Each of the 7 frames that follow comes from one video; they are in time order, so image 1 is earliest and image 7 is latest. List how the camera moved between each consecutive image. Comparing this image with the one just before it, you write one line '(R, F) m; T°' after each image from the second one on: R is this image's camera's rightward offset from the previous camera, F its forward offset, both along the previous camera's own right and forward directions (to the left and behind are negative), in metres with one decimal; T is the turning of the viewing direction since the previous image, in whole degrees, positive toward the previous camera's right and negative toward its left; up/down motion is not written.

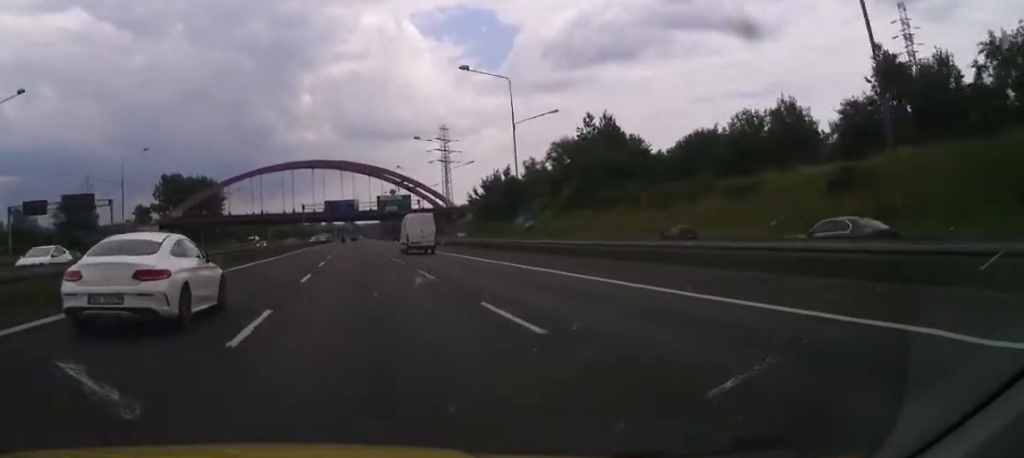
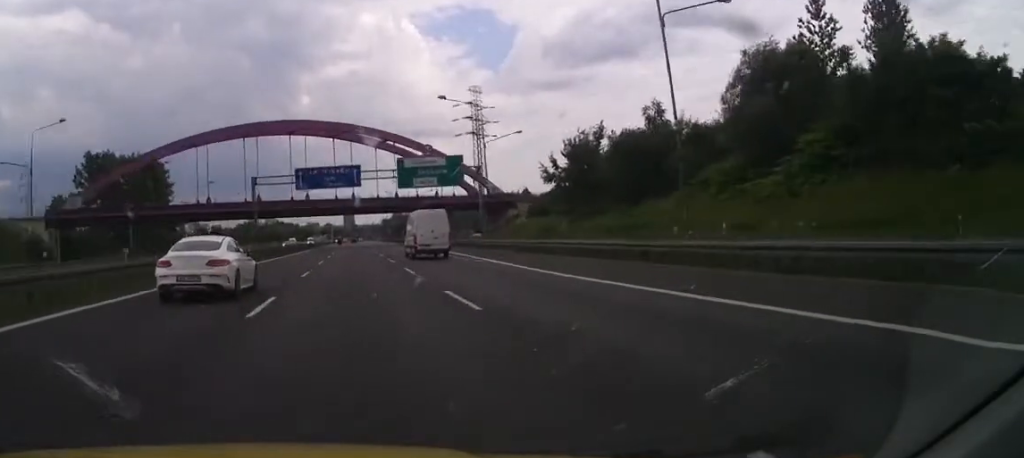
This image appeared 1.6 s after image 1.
(-0.3, +57.0) m; 0°
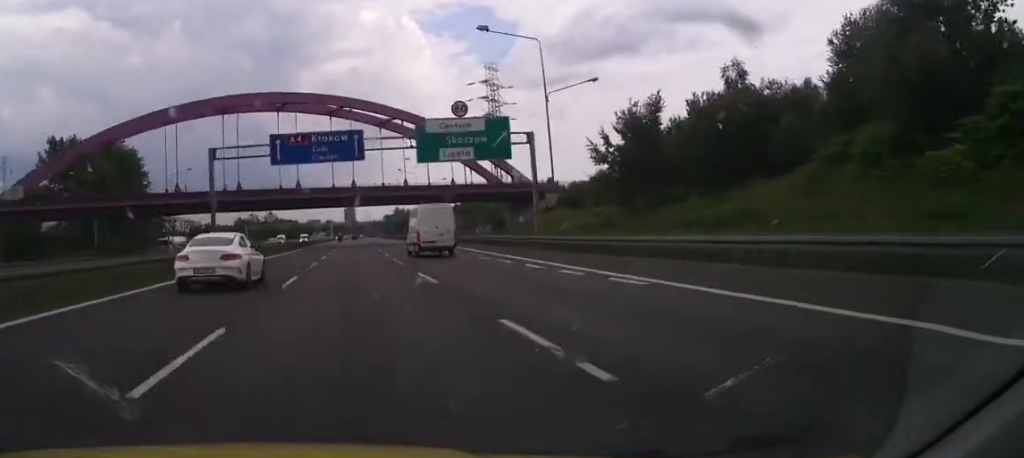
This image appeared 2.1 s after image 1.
(0.0, +18.2) m; 0°
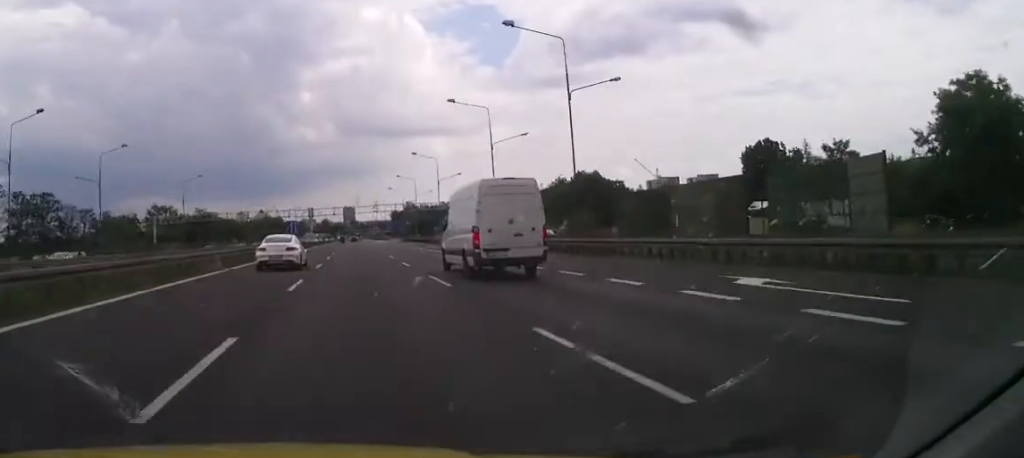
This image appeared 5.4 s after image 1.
(0.0, +121.0) m; 0°
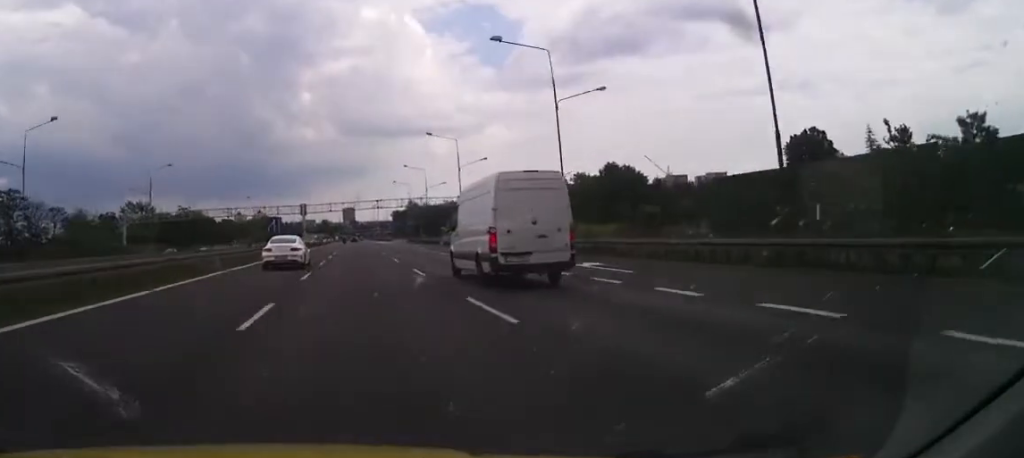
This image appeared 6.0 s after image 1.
(-0.1, +19.0) m; 0°
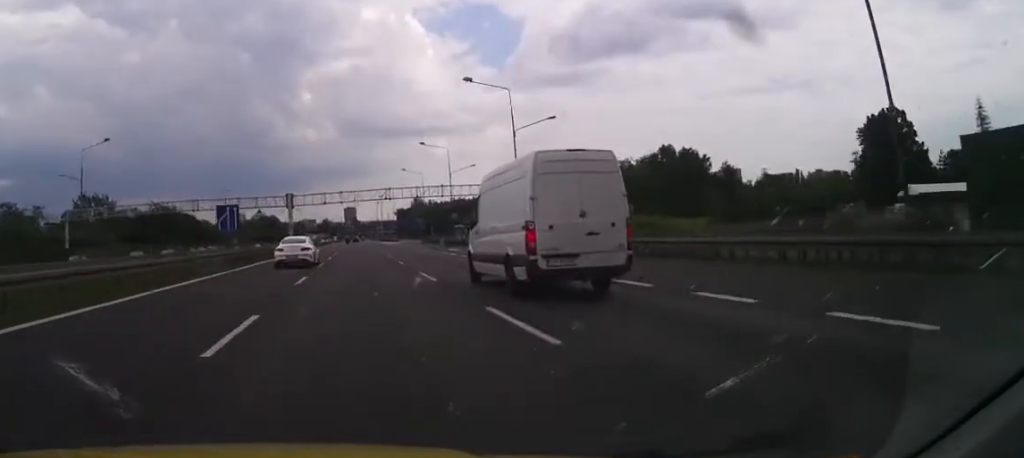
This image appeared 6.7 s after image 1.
(+0.1, +26.1) m; 0°
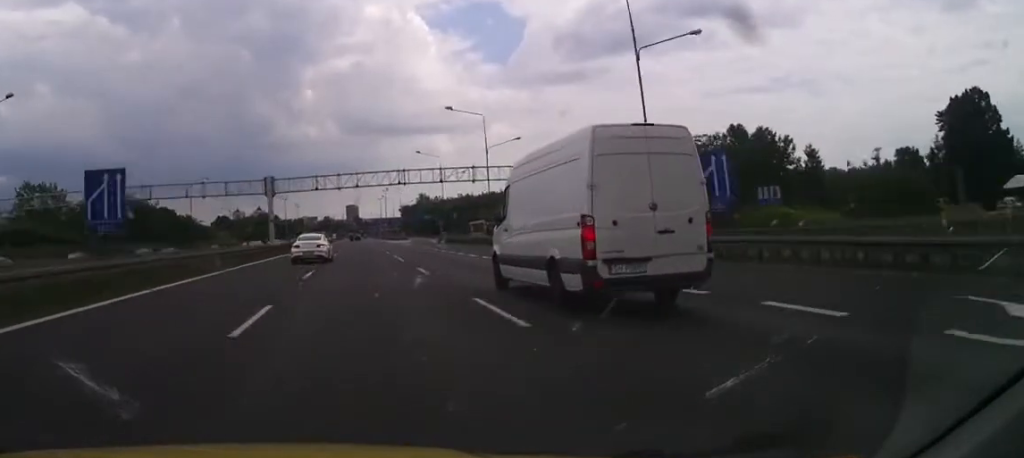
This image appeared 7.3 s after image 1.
(+0.2, +22.6) m; +1°
